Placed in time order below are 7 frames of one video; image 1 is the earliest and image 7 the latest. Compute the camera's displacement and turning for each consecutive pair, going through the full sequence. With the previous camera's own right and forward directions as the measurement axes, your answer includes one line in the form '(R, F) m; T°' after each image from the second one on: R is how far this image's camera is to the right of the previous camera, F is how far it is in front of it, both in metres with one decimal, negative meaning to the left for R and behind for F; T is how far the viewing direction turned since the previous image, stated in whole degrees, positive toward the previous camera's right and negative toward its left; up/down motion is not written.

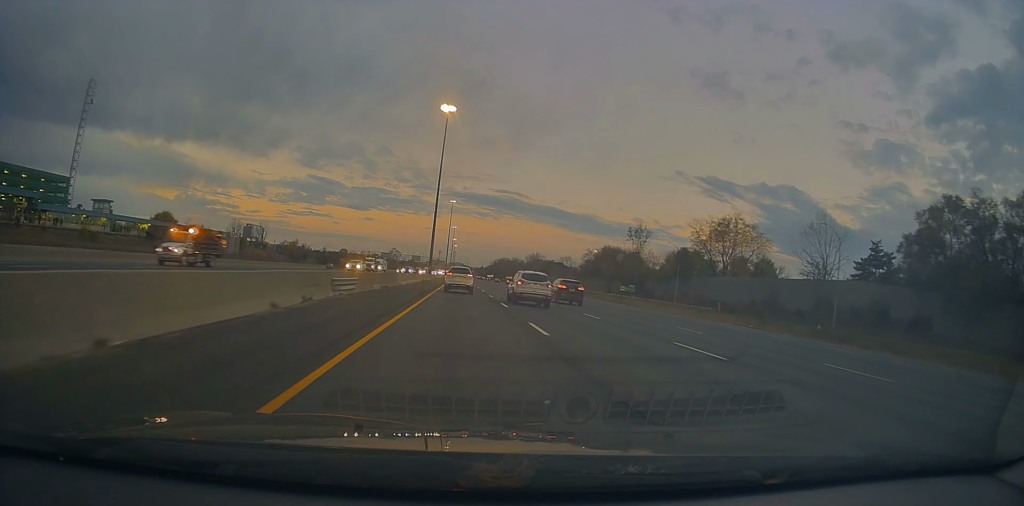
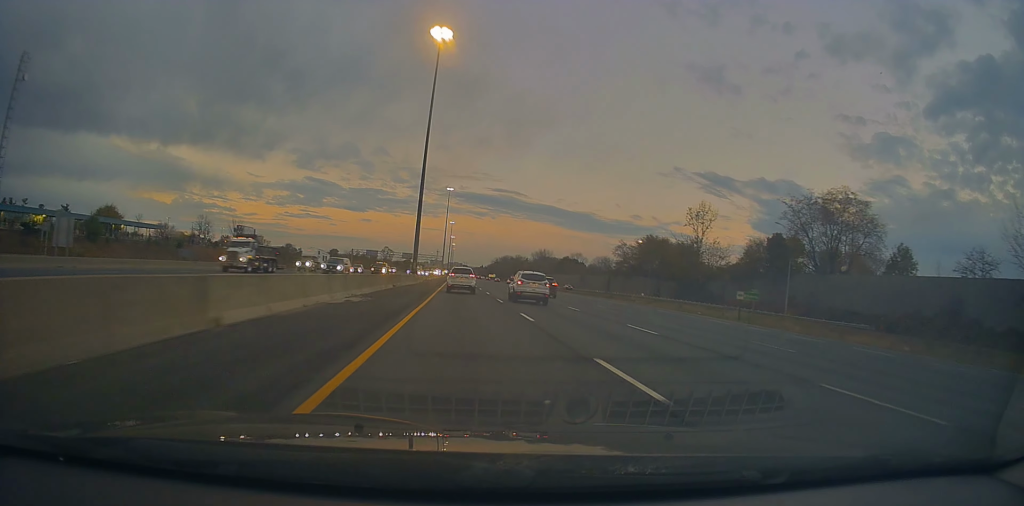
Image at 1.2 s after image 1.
(+0.6, +39.9) m; 0°
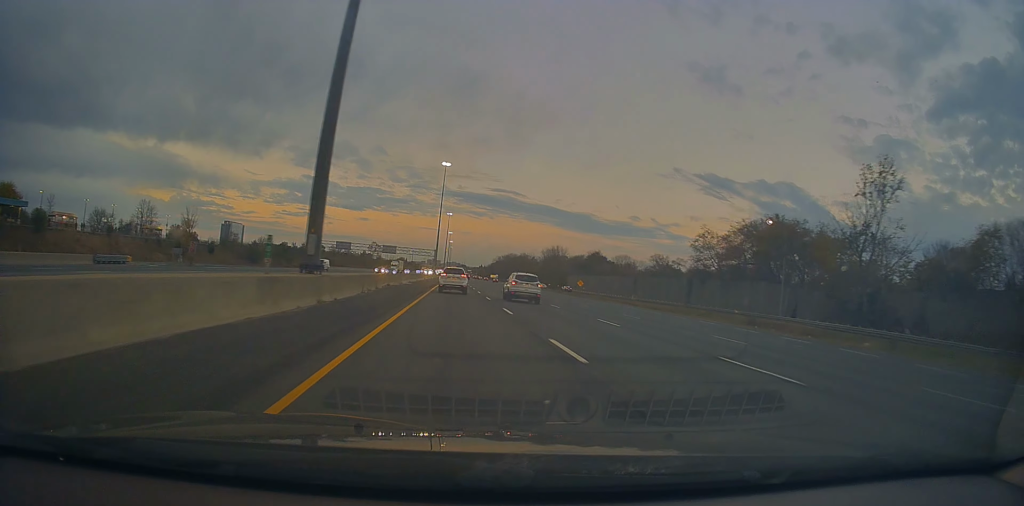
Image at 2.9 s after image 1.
(-0.6, +52.6) m; -1°
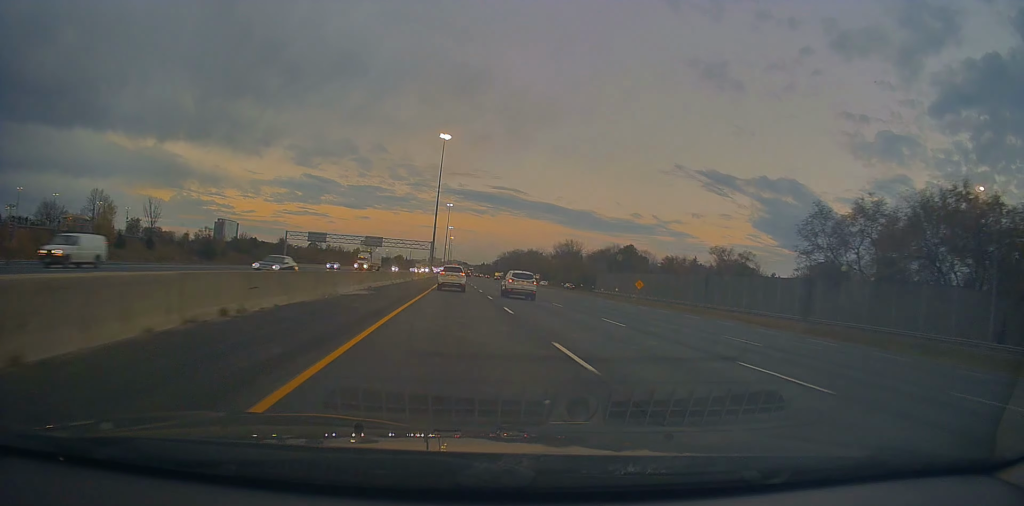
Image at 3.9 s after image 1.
(+0.1, +34.2) m; 0°
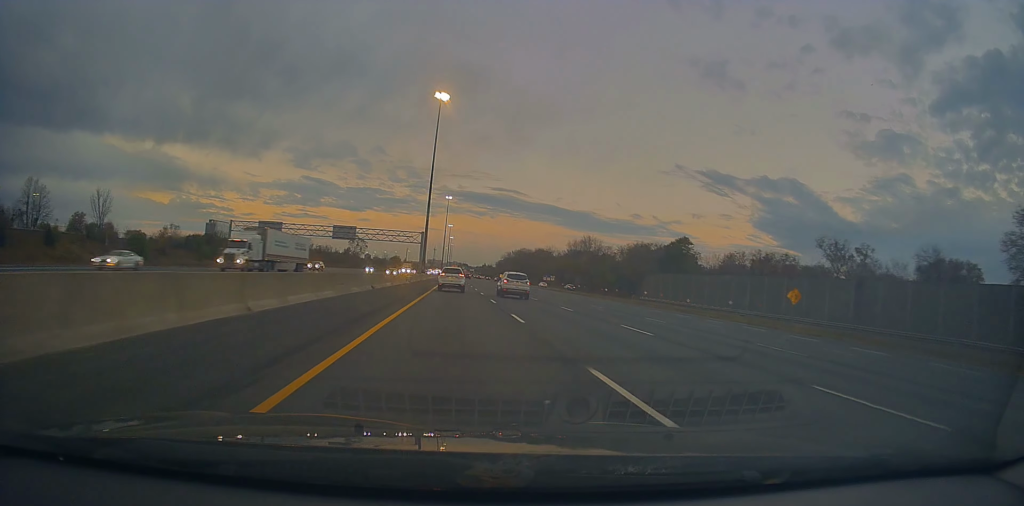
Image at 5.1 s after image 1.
(-0.2, +36.1) m; 0°
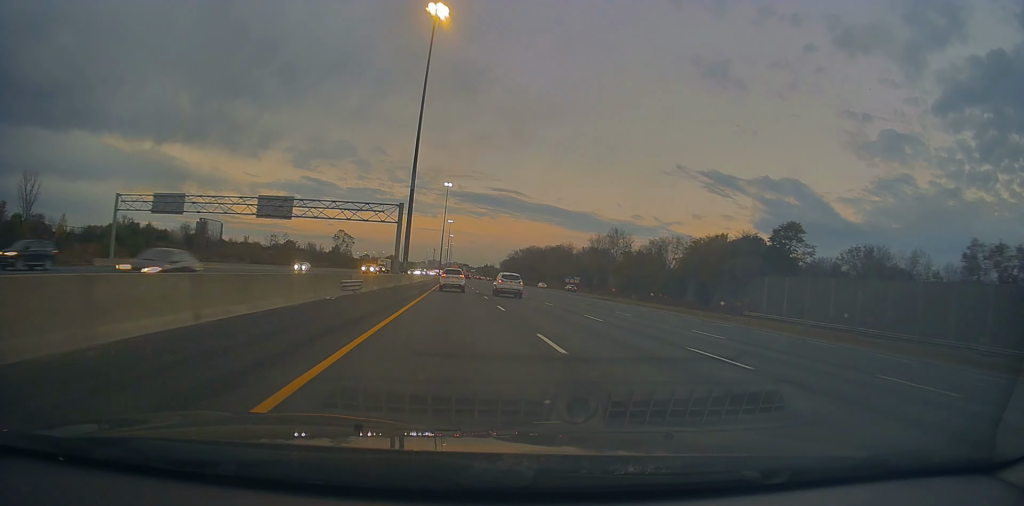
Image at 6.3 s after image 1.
(+0.2, +39.3) m; +1°
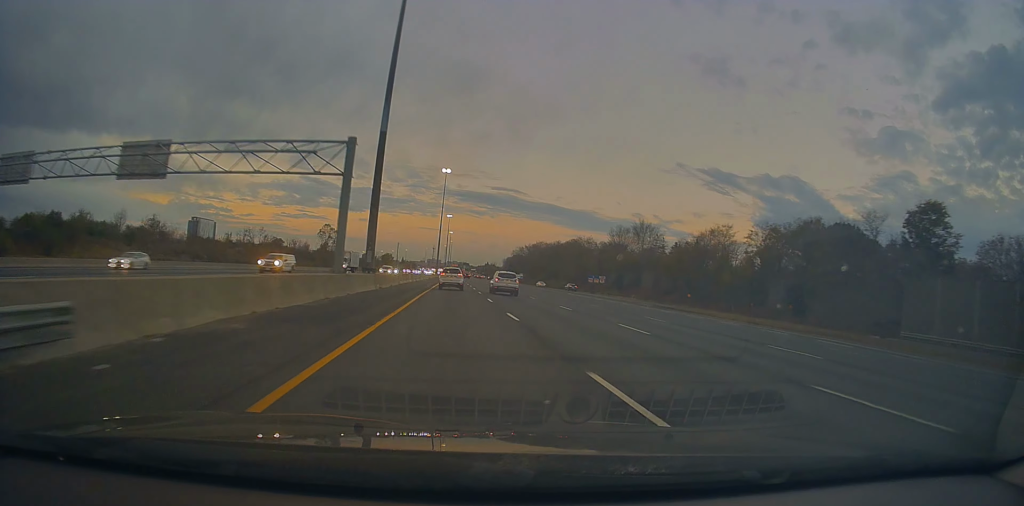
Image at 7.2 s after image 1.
(0.0, +27.8) m; 0°
